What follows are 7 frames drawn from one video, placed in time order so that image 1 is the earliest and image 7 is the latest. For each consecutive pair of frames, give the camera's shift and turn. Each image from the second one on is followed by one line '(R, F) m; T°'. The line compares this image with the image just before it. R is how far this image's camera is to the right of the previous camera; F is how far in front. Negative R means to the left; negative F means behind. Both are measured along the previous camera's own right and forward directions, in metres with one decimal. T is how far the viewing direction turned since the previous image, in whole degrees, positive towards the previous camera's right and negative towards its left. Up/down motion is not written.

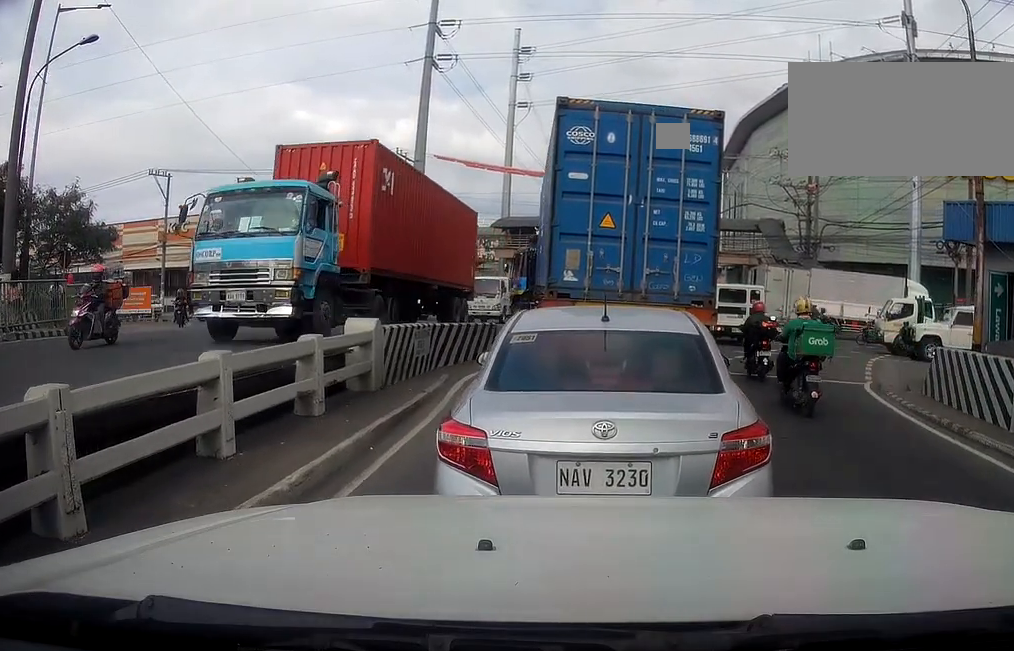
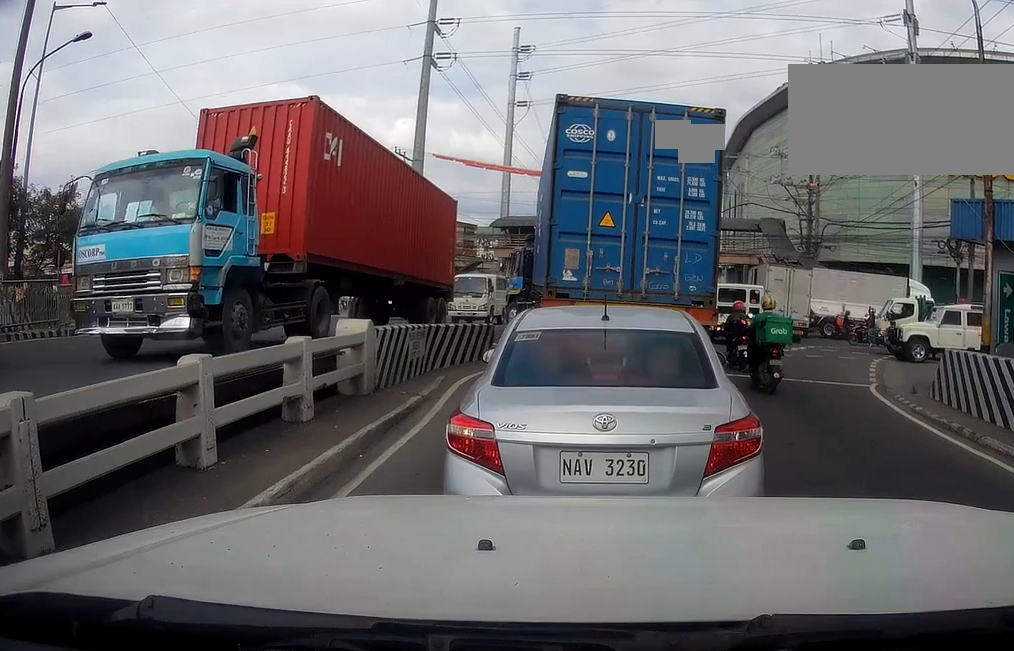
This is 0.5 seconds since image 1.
(-0.3, +0.2) m; 0°
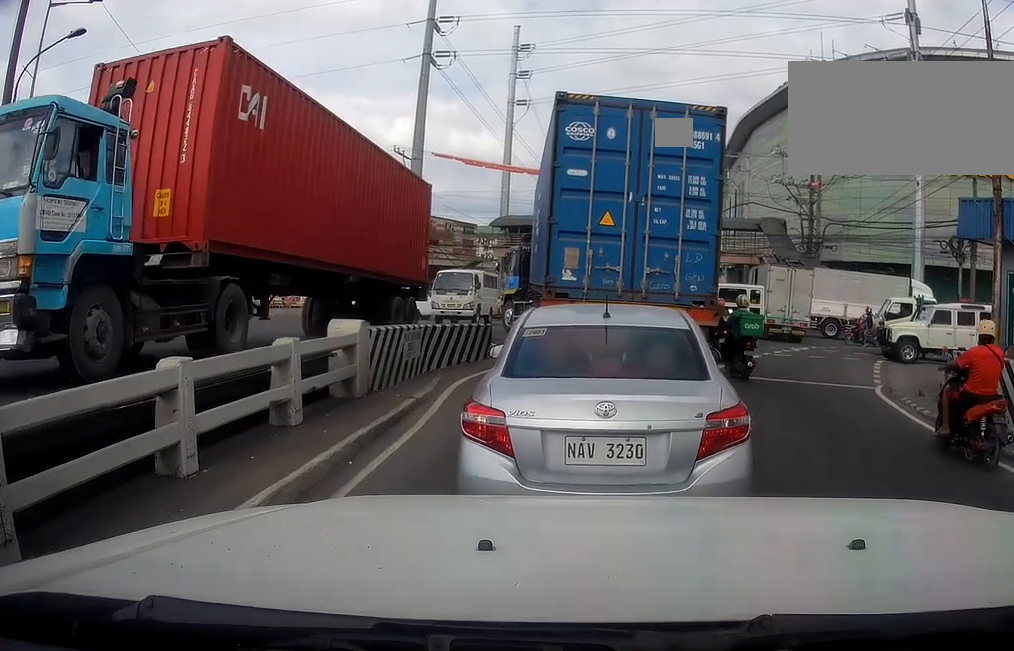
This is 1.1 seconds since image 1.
(0.0, 0.0) m; 0°
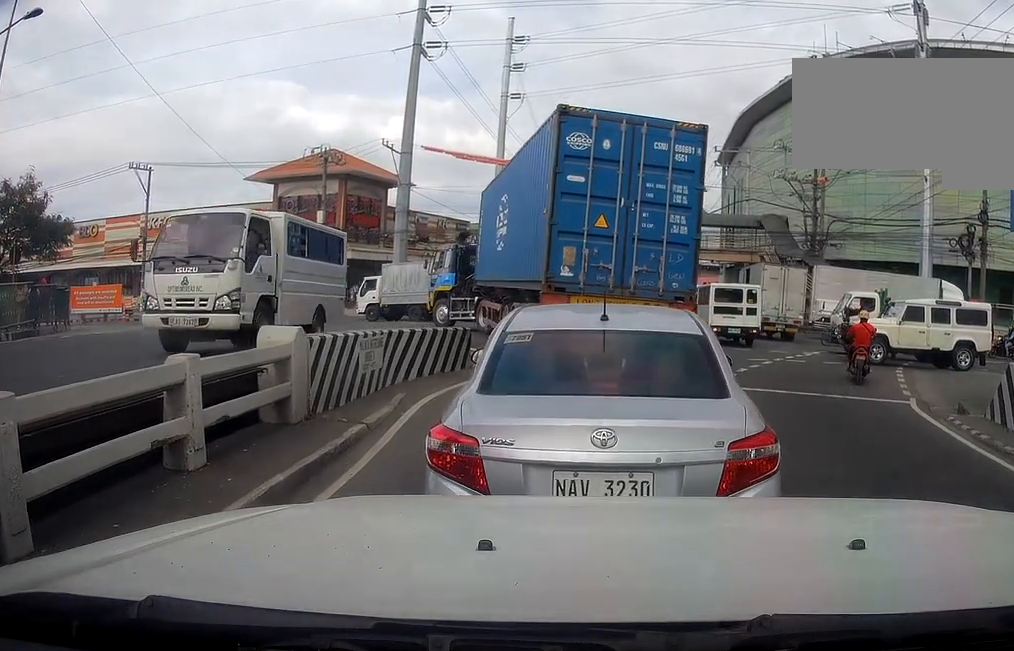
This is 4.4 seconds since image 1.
(+0.7, +1.4) m; 0°
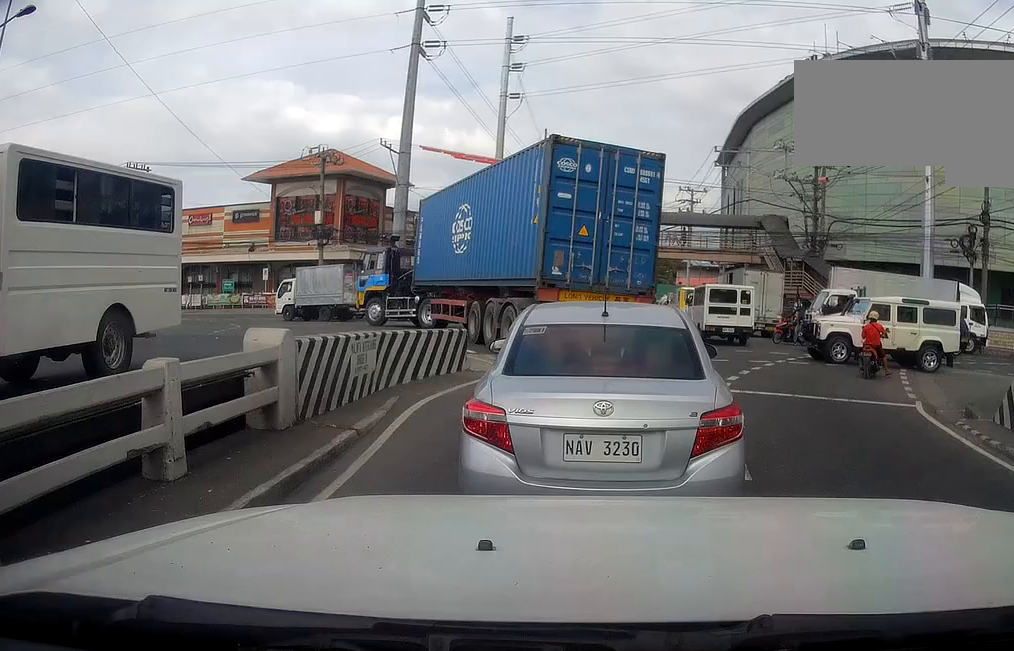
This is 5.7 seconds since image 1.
(0.0, +0.4) m; 0°
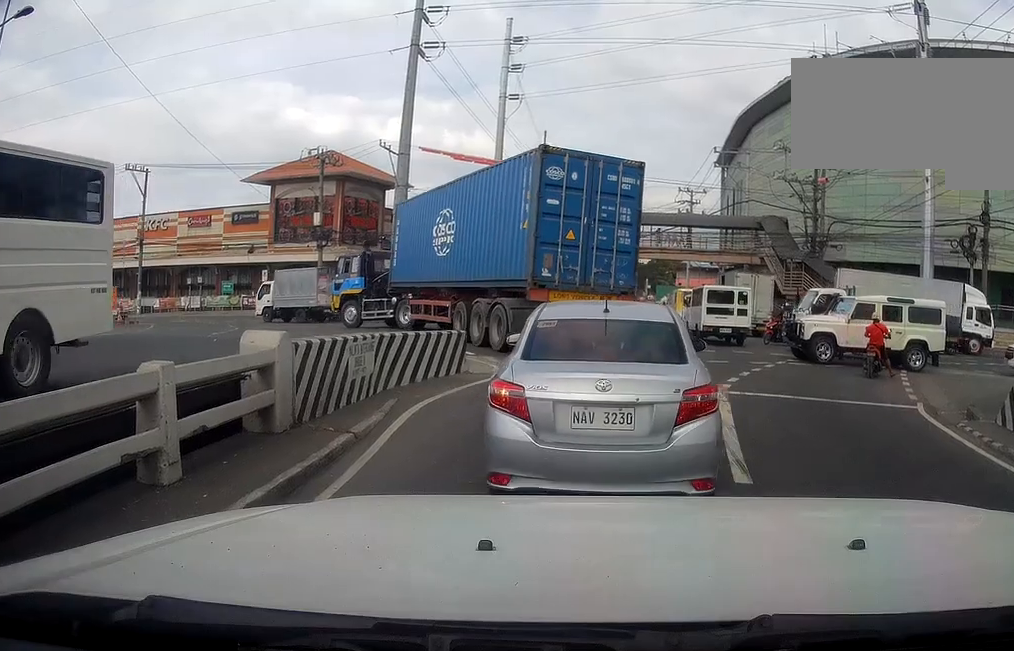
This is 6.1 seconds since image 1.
(+0.1, +0.1) m; 0°
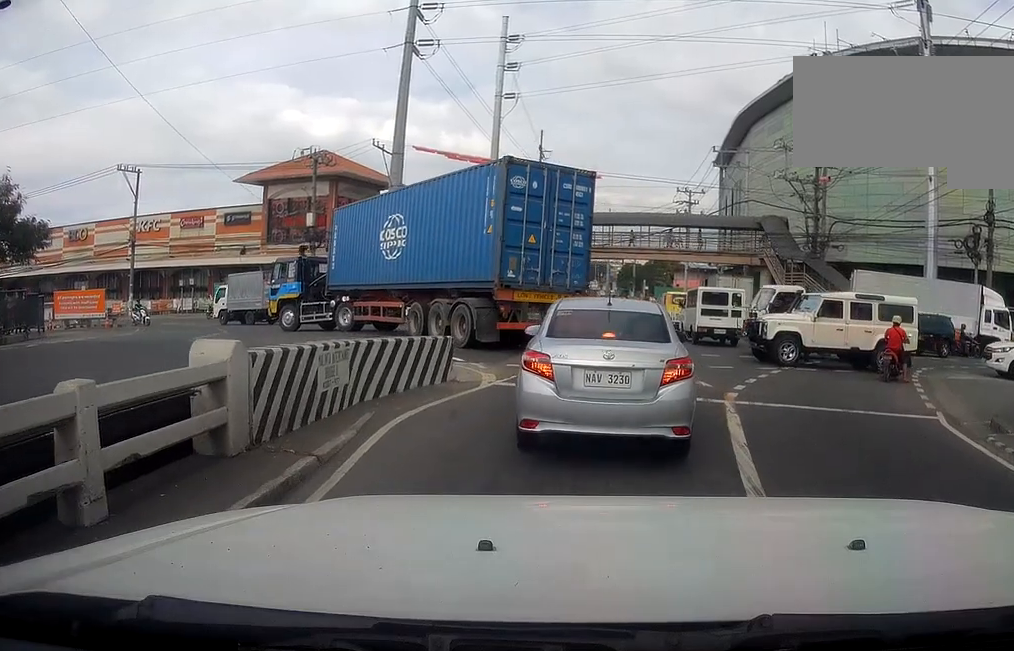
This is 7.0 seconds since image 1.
(+0.3, +0.6) m; +5°
